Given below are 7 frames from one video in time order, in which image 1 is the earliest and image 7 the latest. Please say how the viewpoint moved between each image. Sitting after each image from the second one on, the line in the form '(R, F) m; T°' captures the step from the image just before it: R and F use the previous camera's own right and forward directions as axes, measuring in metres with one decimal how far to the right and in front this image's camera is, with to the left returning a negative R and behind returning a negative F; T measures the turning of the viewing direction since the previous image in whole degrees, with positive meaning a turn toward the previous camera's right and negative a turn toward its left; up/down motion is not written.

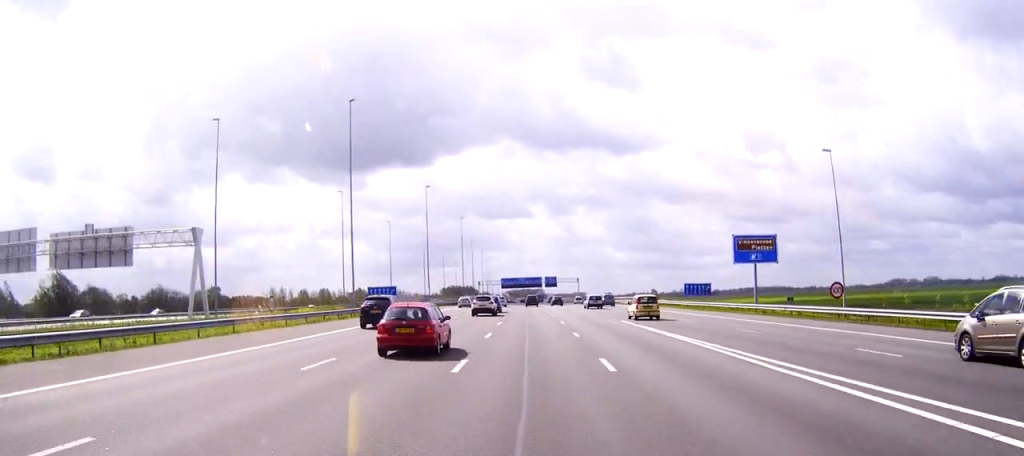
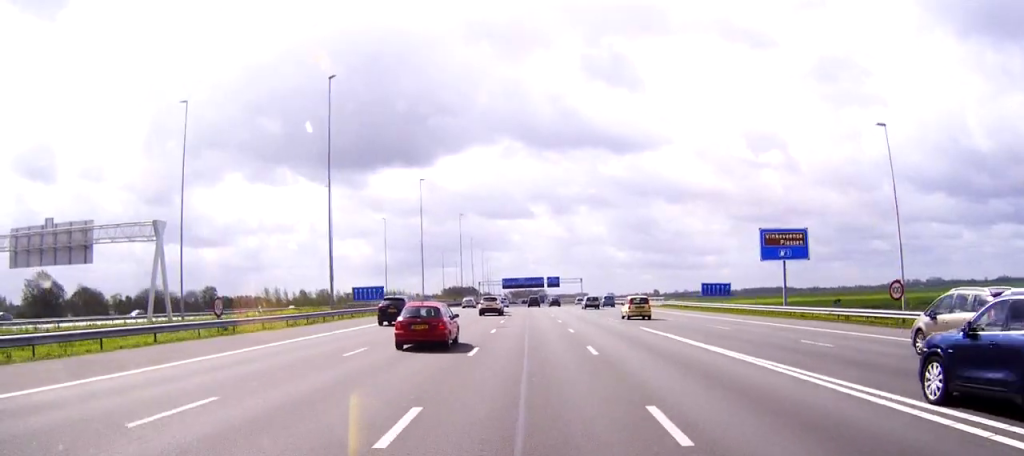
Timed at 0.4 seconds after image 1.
(0.0, +8.3) m; 0°
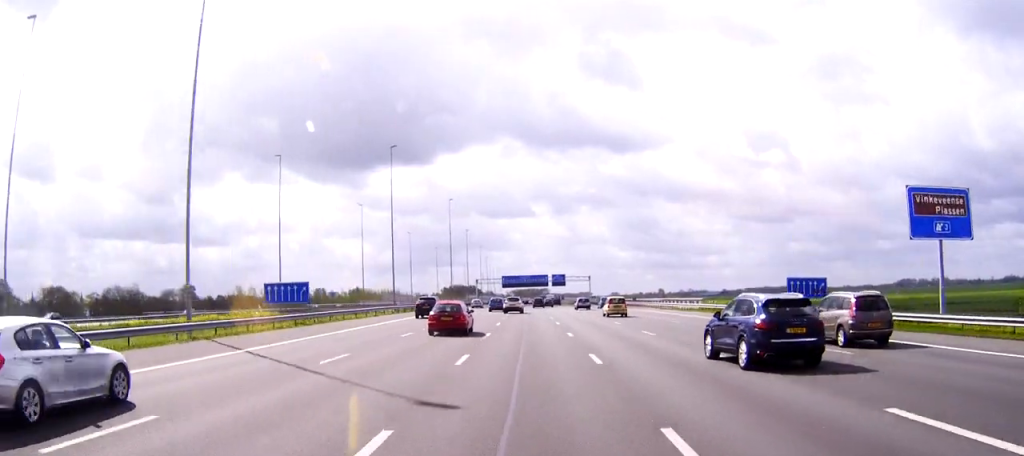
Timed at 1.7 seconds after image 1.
(-0.1, +26.5) m; 0°
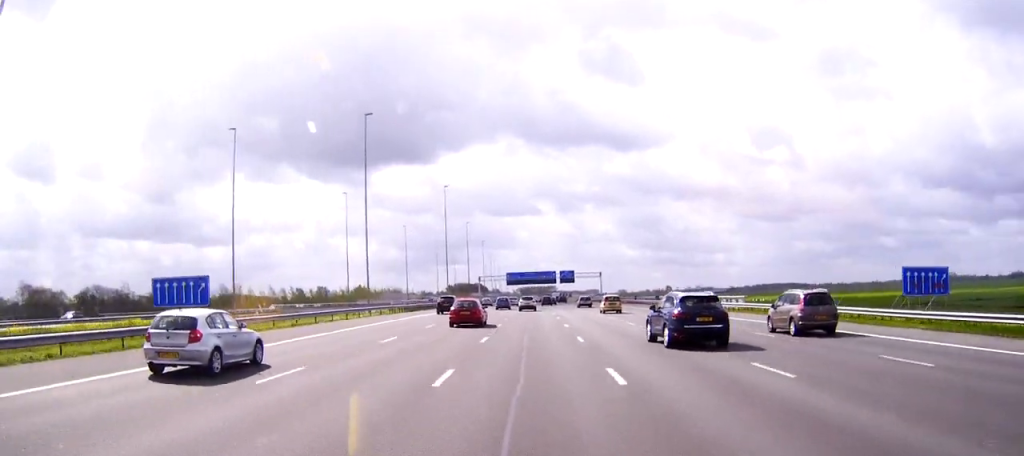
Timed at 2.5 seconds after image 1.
(0.0, +16.8) m; 0°
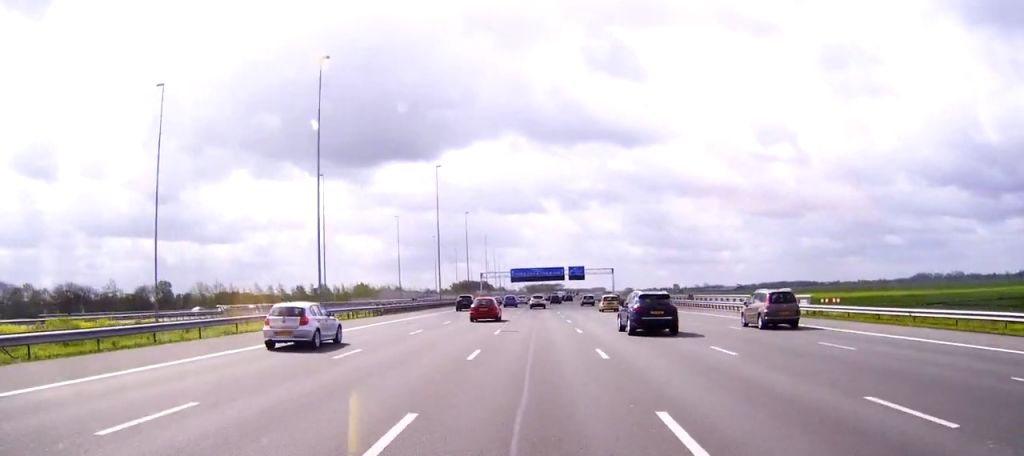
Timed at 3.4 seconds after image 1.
(-0.1, +17.7) m; 0°
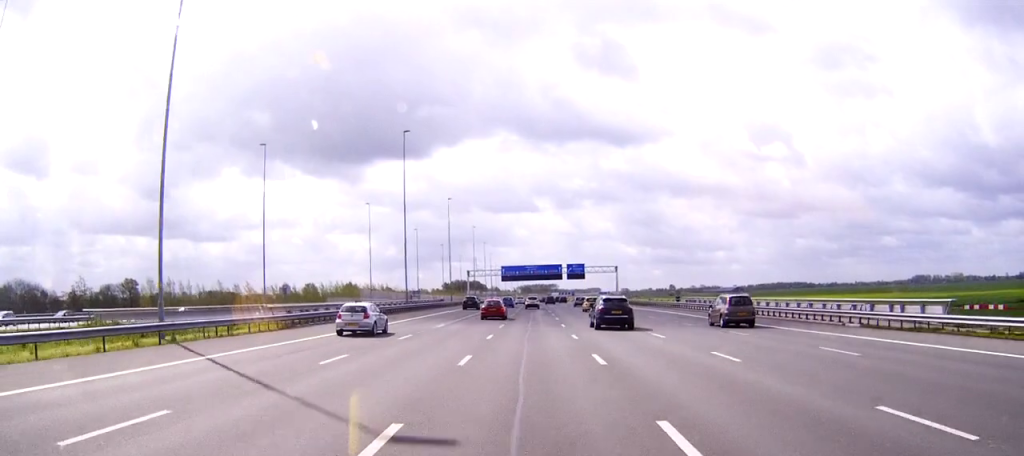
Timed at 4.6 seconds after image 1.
(+0.1, +22.2) m; +1°
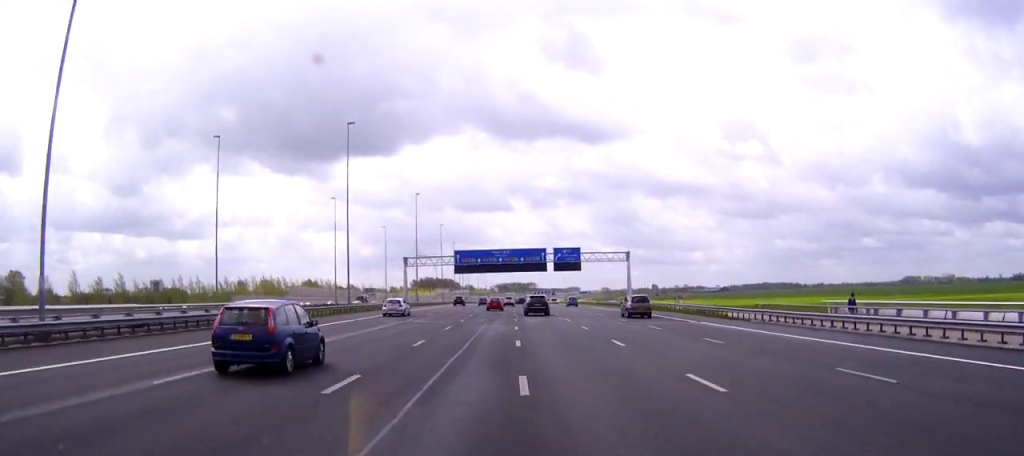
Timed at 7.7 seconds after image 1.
(+0.5, +53.4) m; 0°
